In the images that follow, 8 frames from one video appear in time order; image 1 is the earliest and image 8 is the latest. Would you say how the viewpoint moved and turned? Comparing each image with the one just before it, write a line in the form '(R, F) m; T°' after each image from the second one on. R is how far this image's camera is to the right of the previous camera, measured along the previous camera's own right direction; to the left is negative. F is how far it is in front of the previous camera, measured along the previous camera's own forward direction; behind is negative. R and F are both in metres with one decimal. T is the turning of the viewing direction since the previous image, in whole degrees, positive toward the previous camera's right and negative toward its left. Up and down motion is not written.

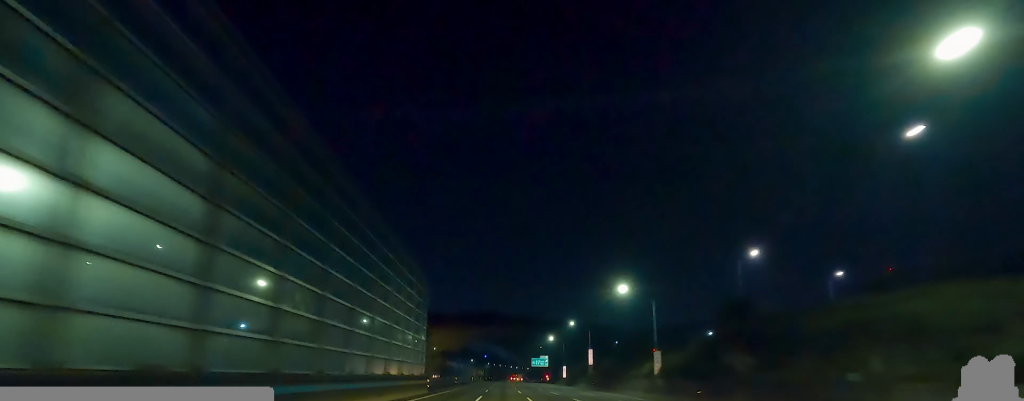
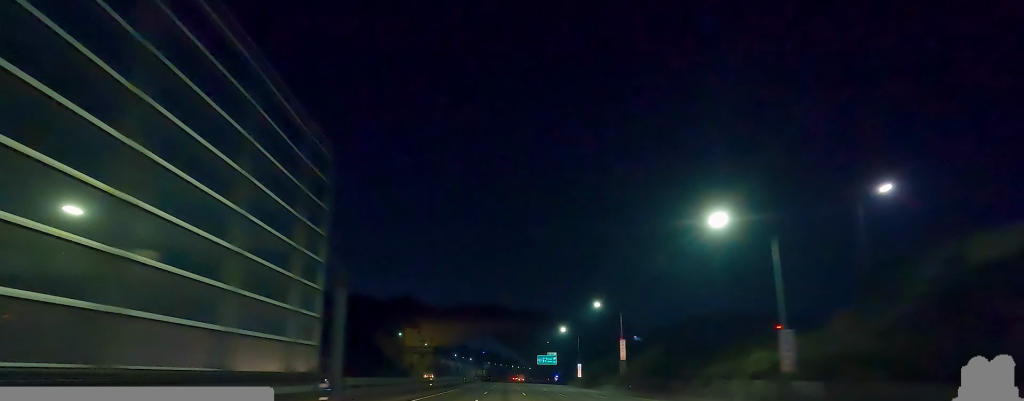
(+0.8, +27.2) m; 0°
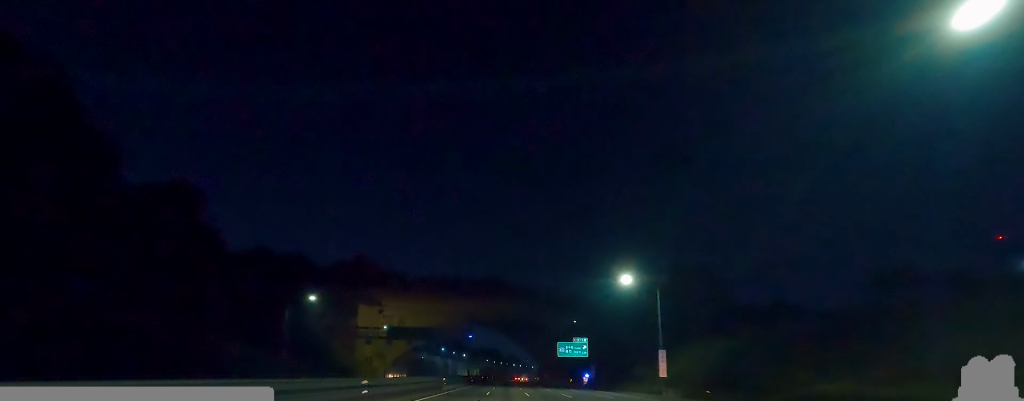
(-1.0, +63.2) m; +1°
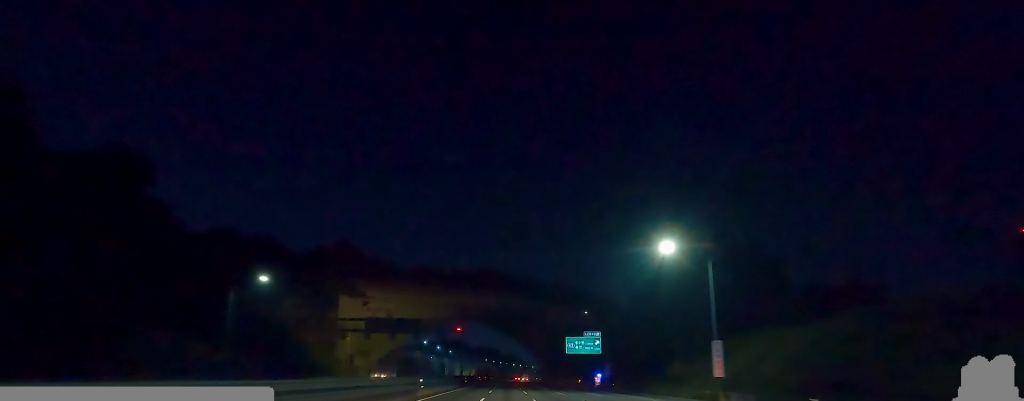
(0.0, +15.0) m; 0°
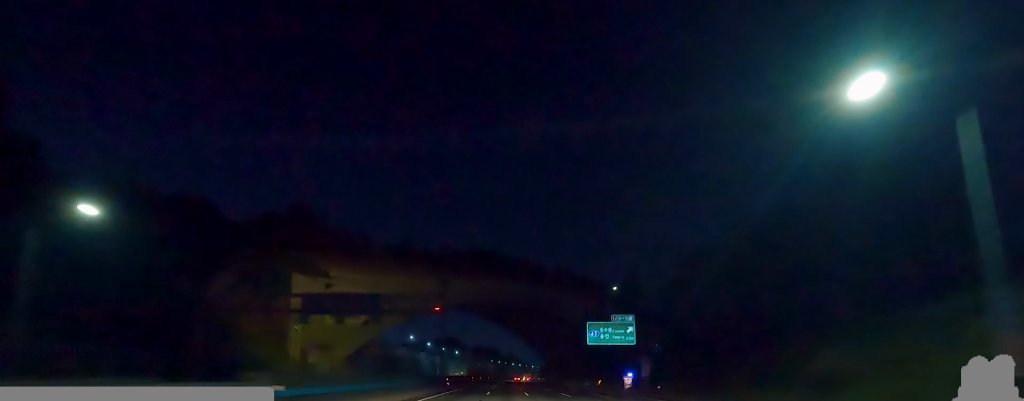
(0.0, +24.7) m; 0°
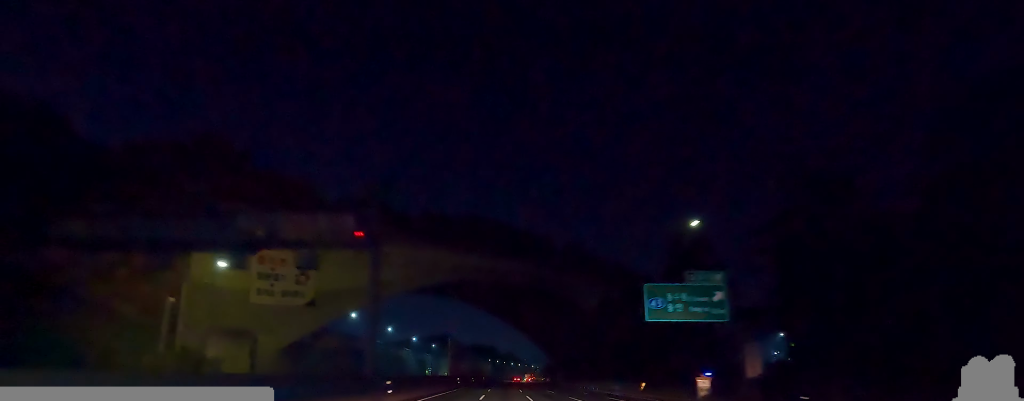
(0.0, +28.2) m; 0°
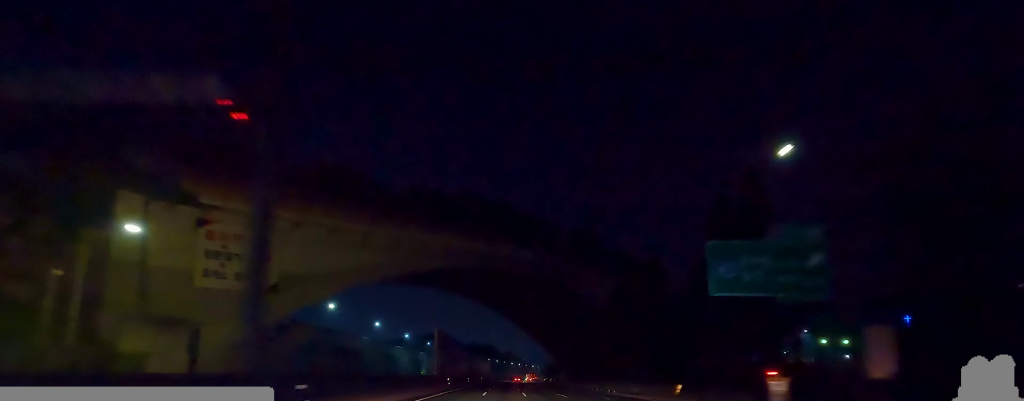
(-0.1, +12.4) m; 0°
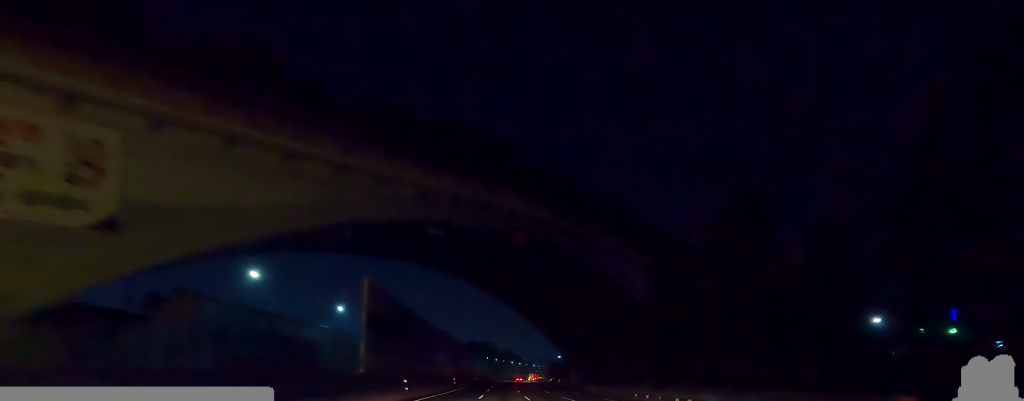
(+0.2, +26.6) m; 0°
